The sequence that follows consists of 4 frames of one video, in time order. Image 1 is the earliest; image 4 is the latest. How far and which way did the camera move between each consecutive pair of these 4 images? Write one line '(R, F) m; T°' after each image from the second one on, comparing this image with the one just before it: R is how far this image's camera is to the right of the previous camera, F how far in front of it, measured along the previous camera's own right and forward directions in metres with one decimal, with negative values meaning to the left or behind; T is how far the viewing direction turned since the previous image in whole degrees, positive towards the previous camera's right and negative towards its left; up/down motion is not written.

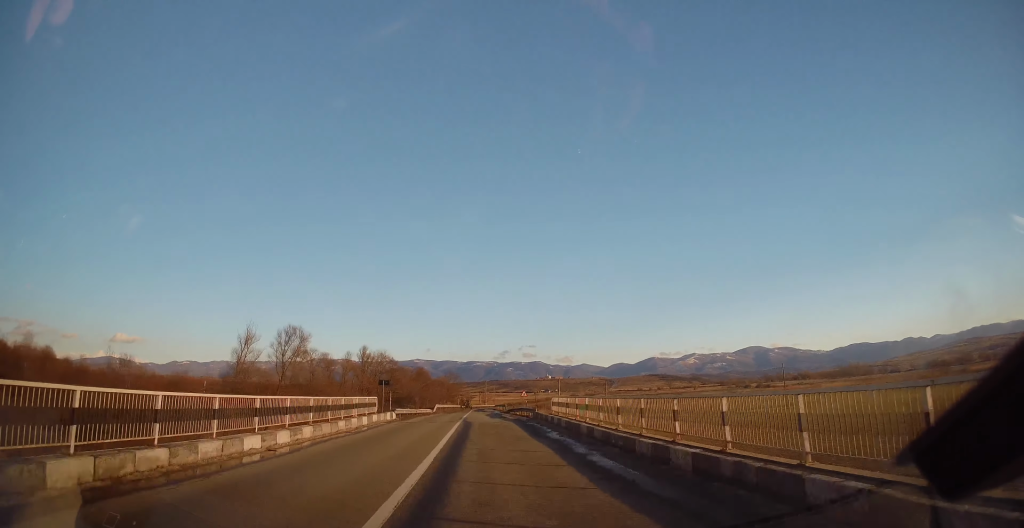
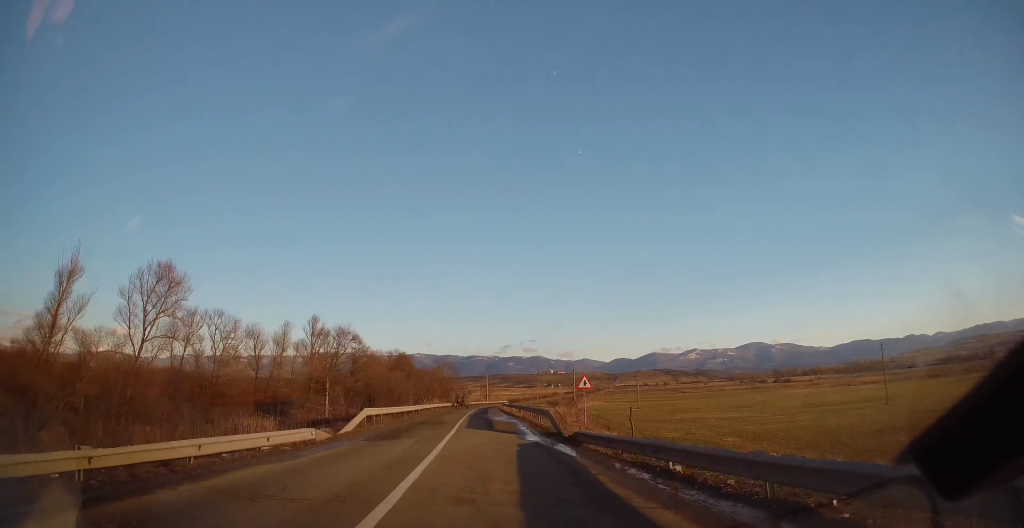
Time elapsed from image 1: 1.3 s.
(-0.2, +35.9) m; 0°
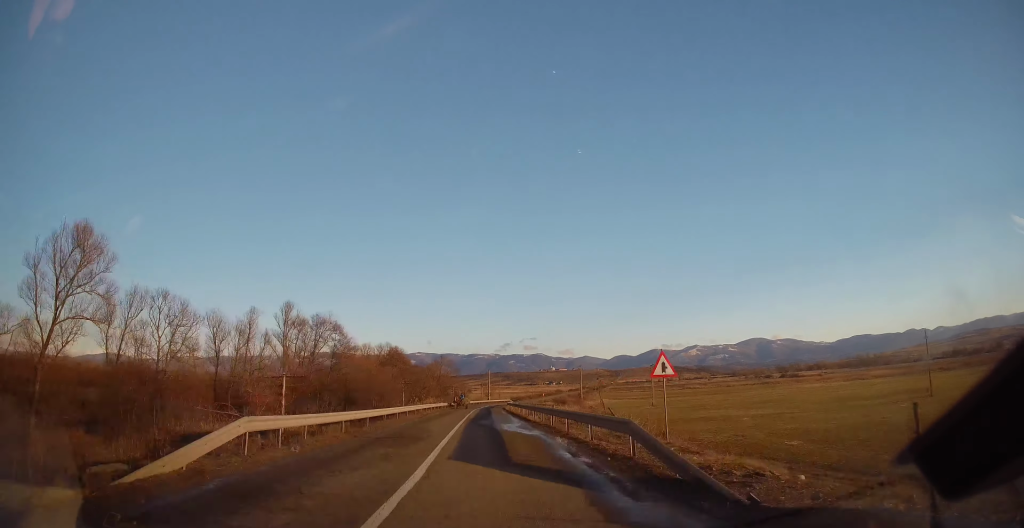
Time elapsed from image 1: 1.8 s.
(+0.2, +11.6) m; 0°
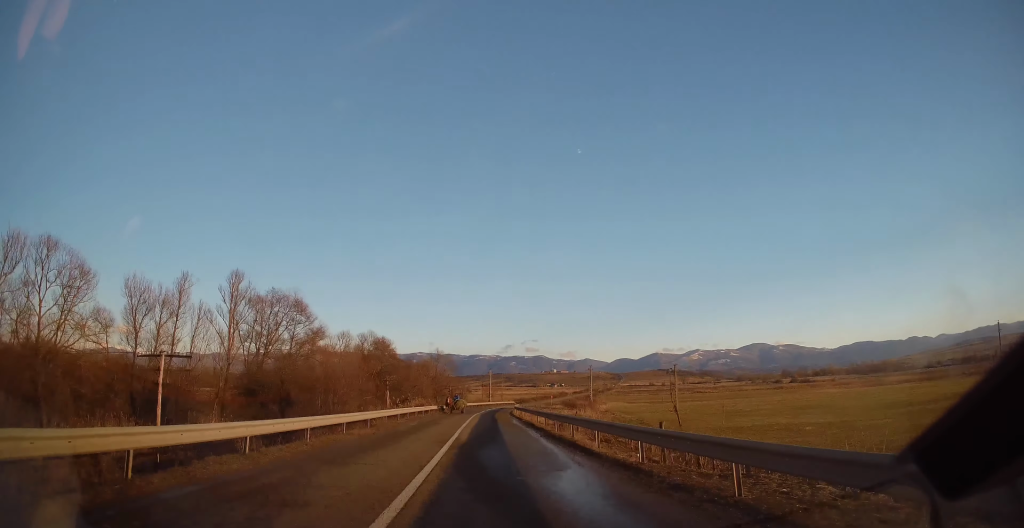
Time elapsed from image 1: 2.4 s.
(-0.1, +16.1) m; 0°
